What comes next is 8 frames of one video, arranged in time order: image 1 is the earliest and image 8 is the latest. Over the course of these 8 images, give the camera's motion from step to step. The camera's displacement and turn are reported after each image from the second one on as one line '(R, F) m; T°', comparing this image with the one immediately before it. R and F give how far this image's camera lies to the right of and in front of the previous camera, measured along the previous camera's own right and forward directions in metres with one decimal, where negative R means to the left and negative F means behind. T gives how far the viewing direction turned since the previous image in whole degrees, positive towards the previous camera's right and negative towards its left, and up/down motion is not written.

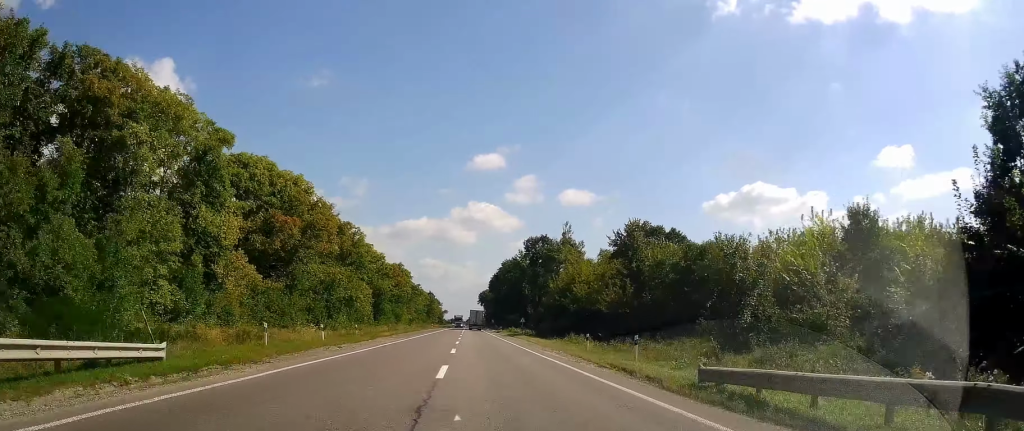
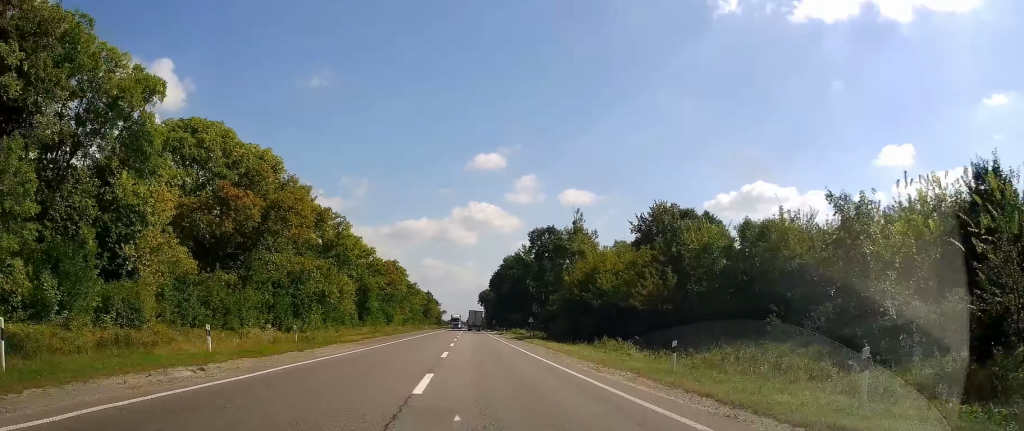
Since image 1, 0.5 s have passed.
(+0.2, +14.7) m; 0°
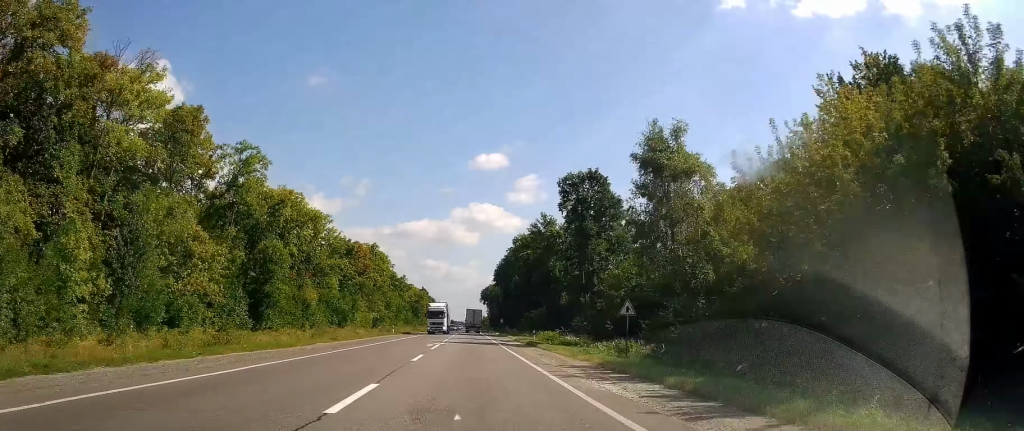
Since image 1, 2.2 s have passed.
(-0.1, +48.1) m; -1°
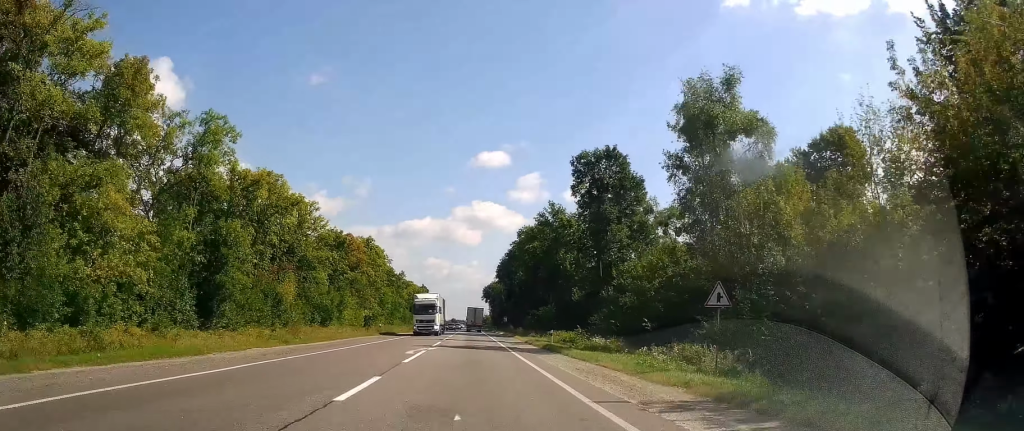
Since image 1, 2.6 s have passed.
(0.0, +9.3) m; 0°
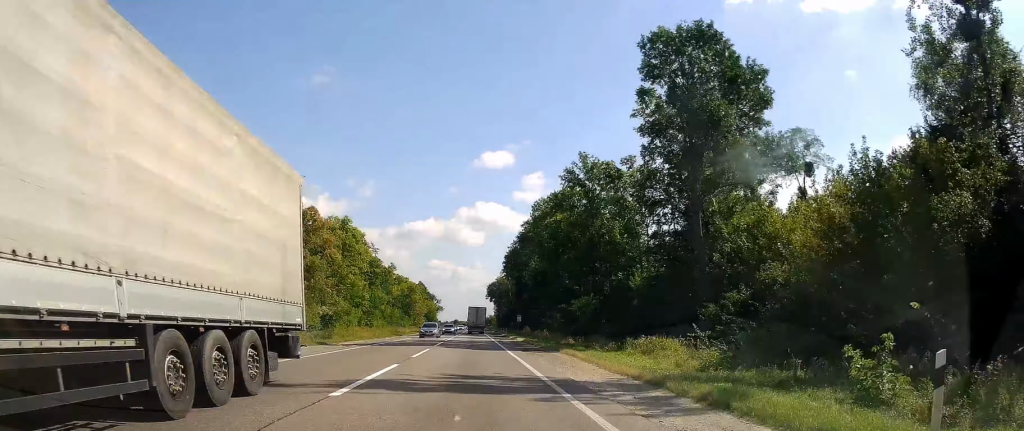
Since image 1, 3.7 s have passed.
(-0.2, +26.2) m; -1°
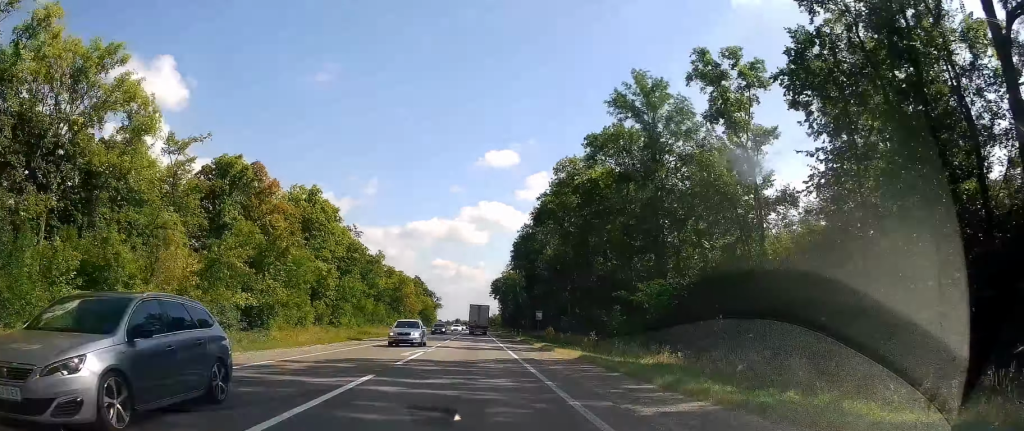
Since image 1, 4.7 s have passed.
(-0.2, +20.8) m; -1°
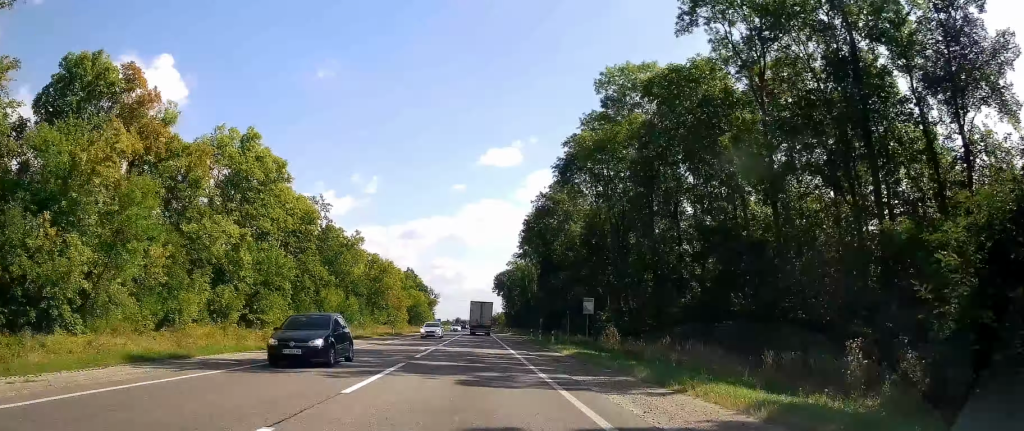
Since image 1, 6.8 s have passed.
(+0.4, +51.6) m; +1°
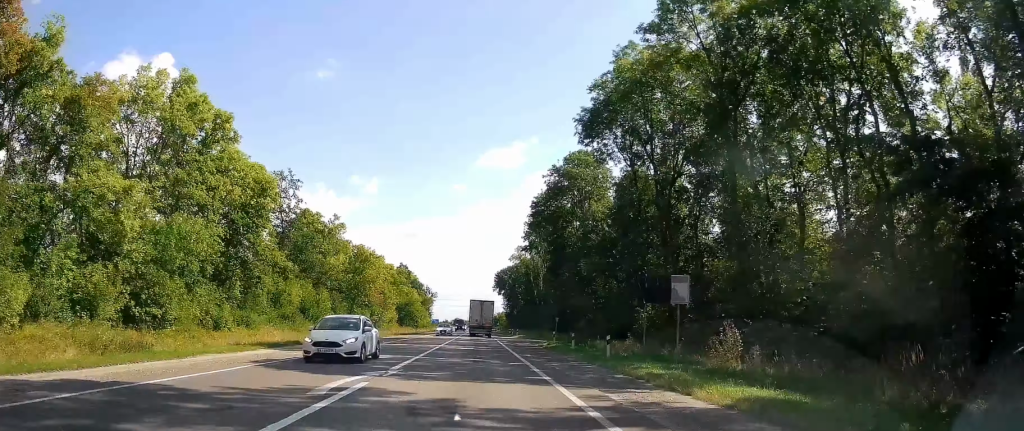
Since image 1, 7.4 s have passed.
(+0.1, +17.6) m; 0°
